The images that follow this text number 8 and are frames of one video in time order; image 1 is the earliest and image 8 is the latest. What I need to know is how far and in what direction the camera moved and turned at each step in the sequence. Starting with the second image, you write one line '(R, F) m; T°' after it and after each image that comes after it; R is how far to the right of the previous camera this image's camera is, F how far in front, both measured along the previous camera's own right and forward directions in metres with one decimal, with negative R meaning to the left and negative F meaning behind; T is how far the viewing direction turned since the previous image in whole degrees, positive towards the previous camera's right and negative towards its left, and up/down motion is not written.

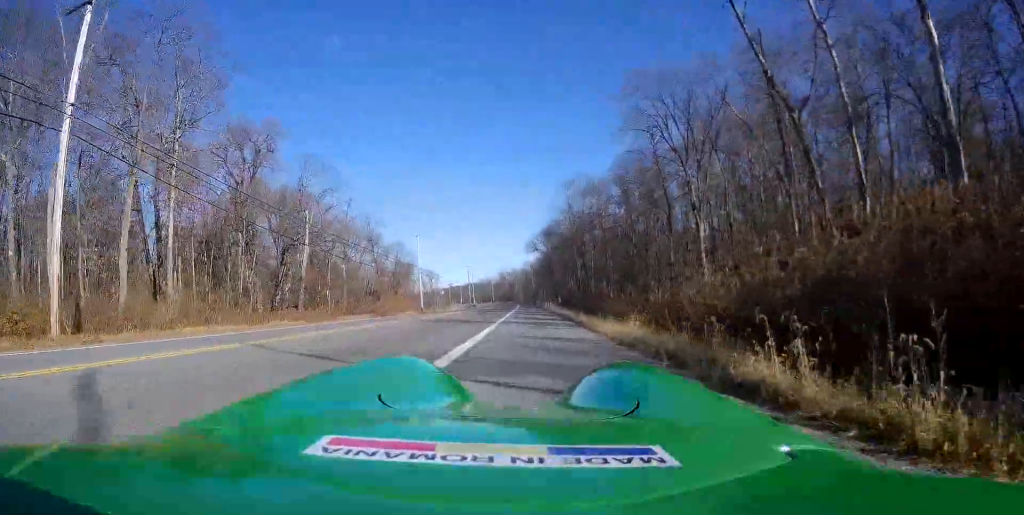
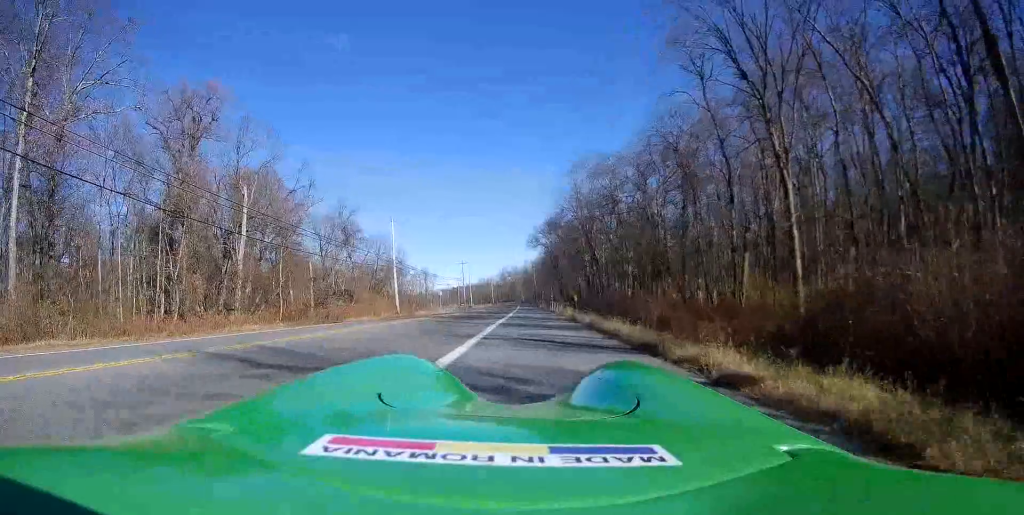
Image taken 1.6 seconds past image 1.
(-0.1, +13.9) m; 0°
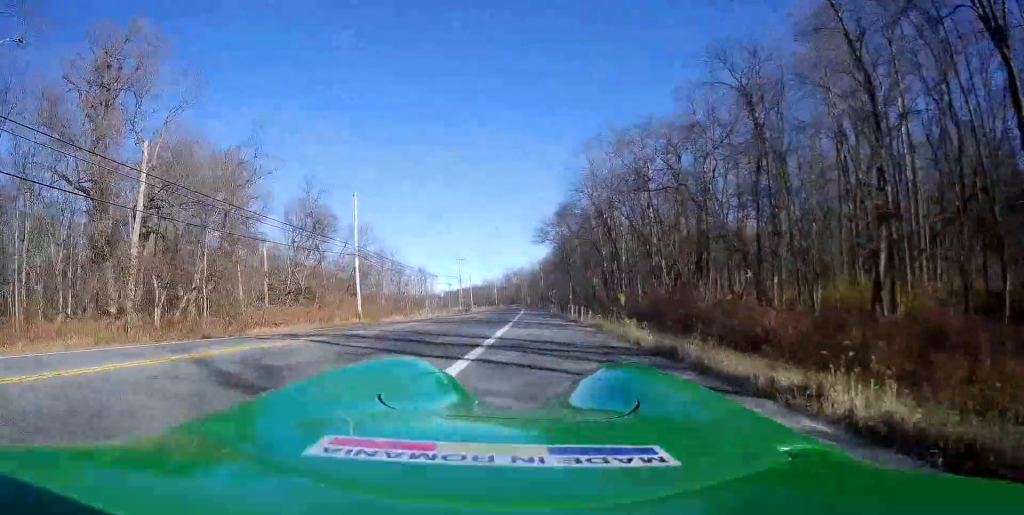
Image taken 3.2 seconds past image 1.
(+0.1, +13.9) m; +3°
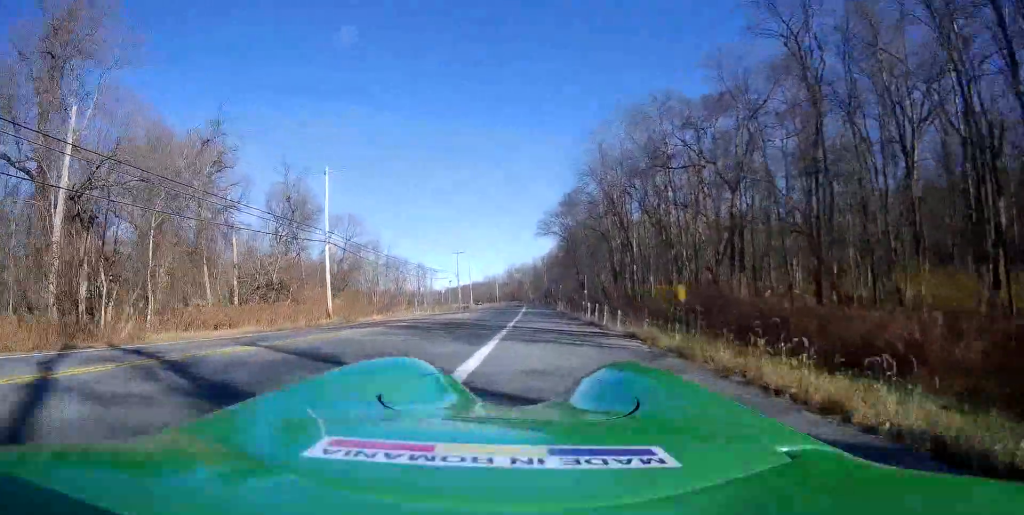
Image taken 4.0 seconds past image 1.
(+0.4, +6.4) m; +1°
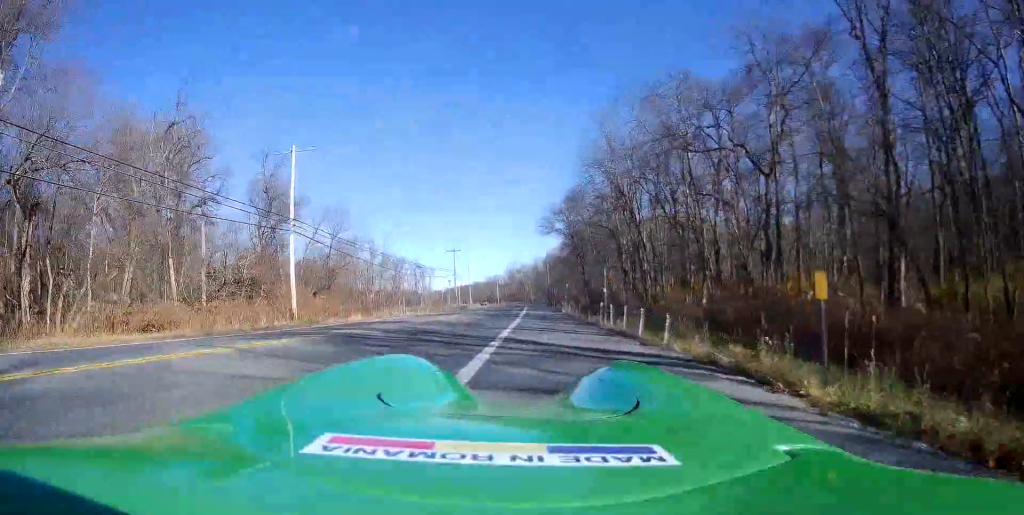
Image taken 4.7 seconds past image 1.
(-0.1, +6.6) m; -1°
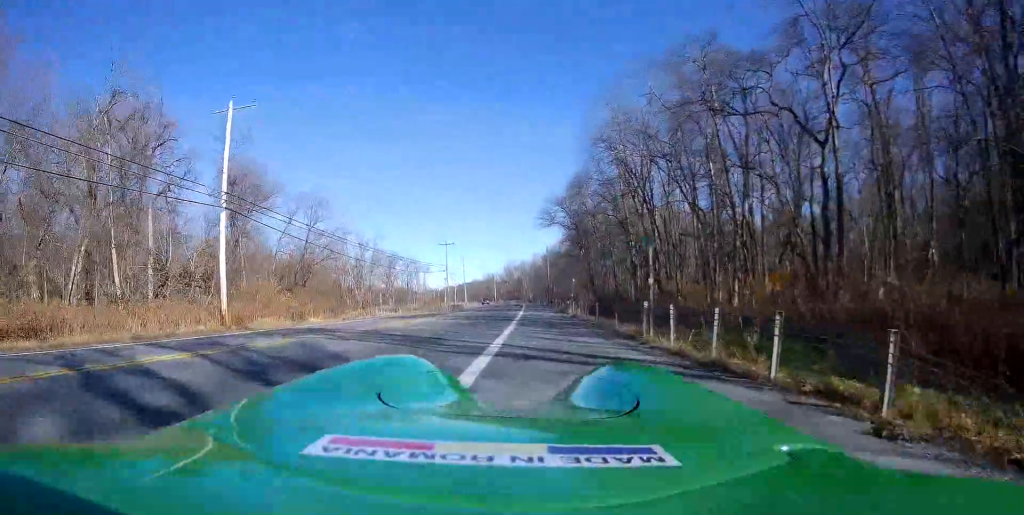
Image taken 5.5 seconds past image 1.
(-0.1, +9.1) m; -1°
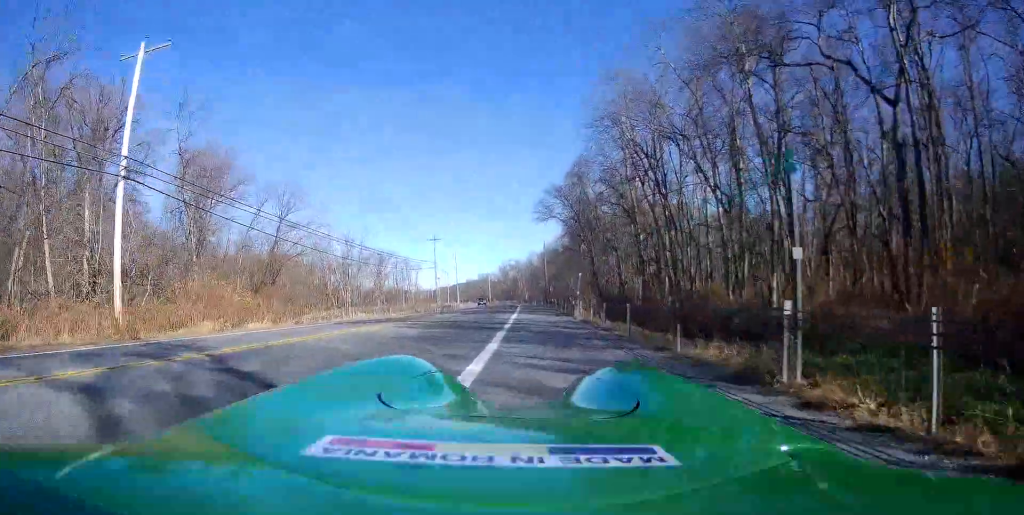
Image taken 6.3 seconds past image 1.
(0.0, +9.0) m; -1°
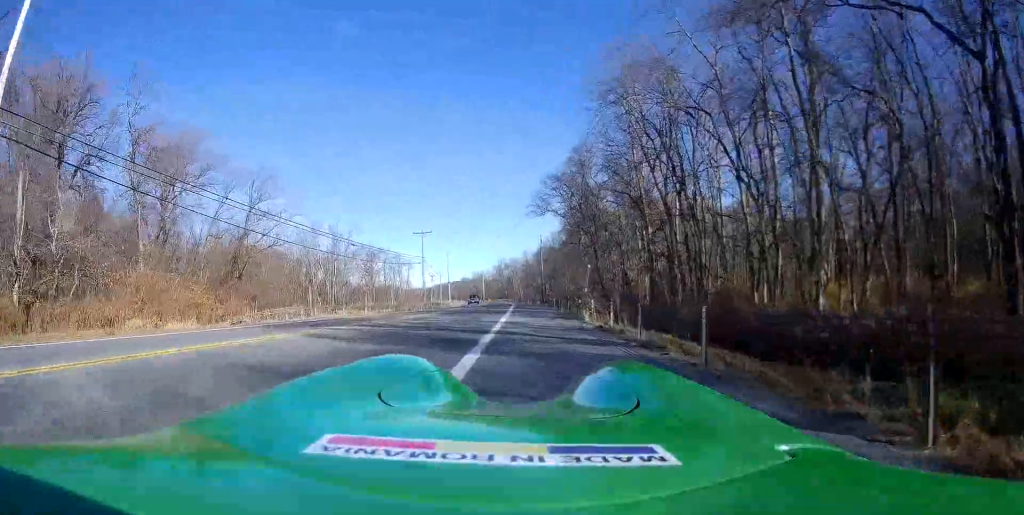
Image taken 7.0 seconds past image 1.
(-0.2, +6.7) m; -1°
